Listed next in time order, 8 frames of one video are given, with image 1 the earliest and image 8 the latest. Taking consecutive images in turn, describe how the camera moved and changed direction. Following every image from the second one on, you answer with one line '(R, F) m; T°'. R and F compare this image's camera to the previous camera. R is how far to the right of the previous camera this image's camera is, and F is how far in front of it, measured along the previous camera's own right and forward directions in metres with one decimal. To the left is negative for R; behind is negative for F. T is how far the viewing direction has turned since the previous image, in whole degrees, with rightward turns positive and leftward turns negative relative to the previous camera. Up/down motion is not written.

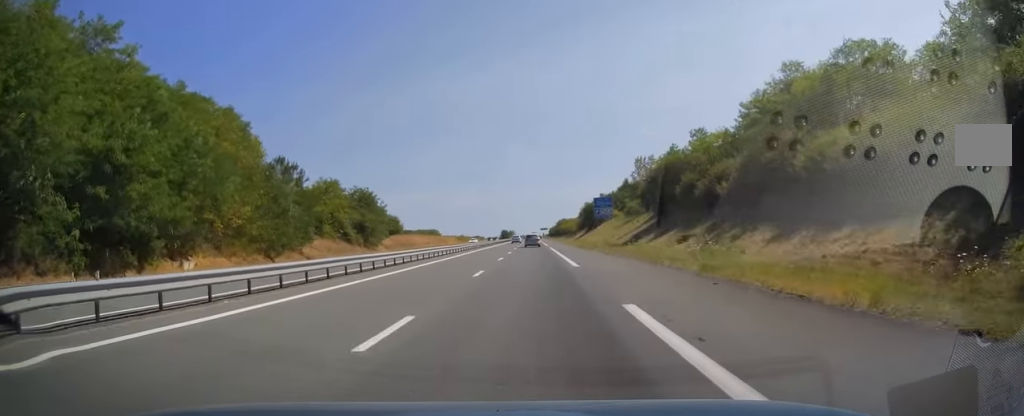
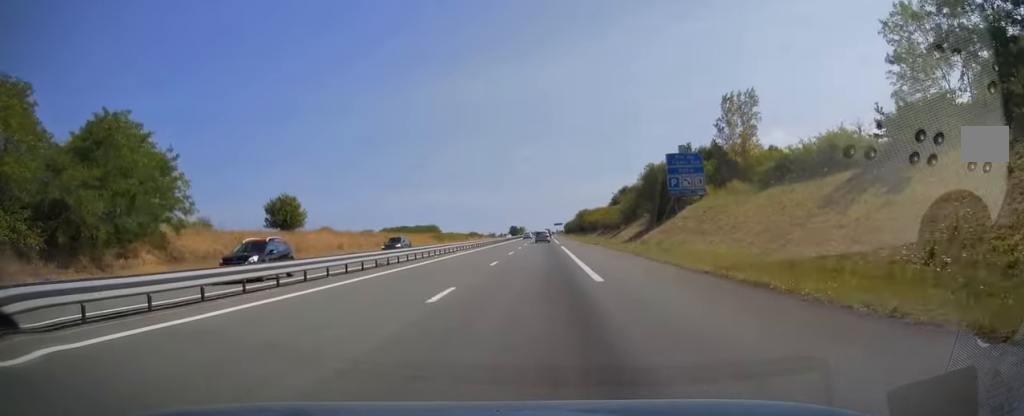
(-0.8, +60.7) m; -1°
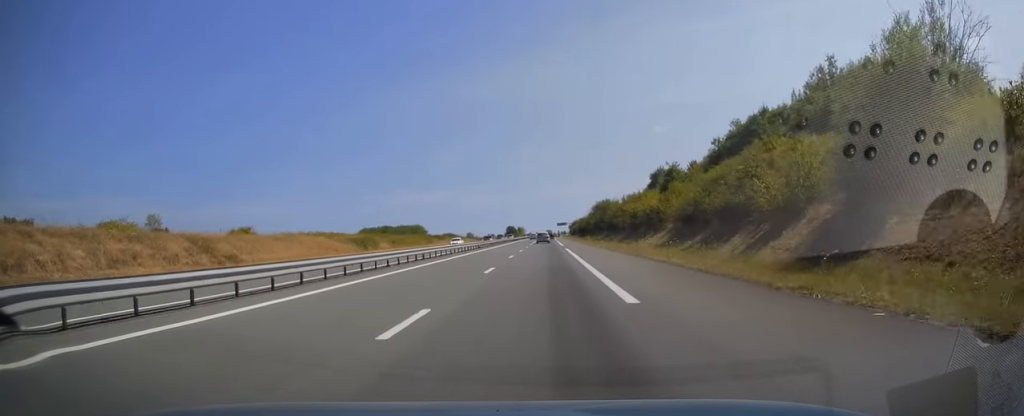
(0.0, +56.7) m; 0°
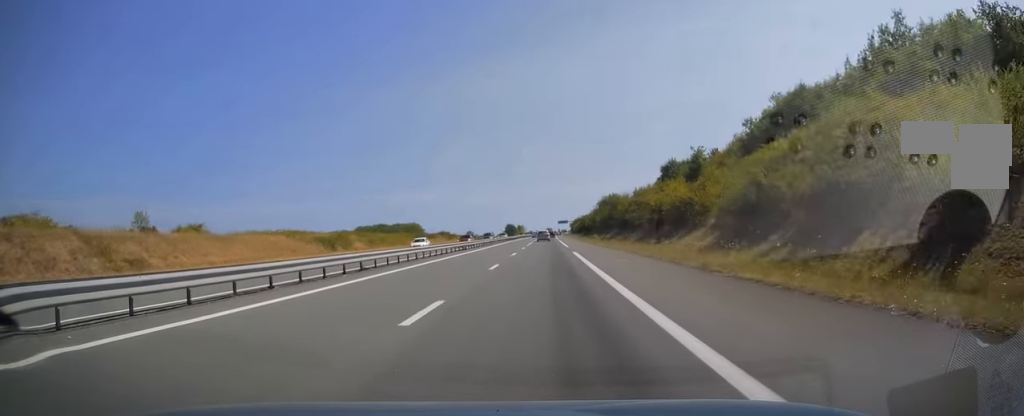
(-0.1, +12.2) m; 0°
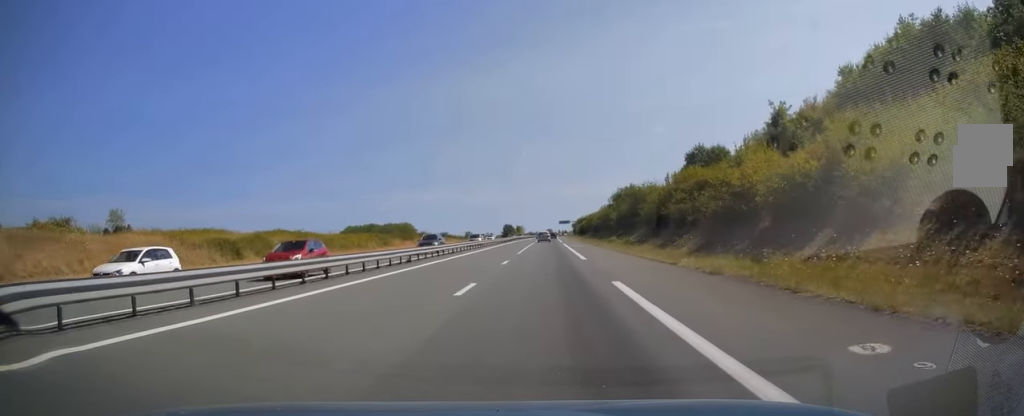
(+0.3, +22.0) m; 0°
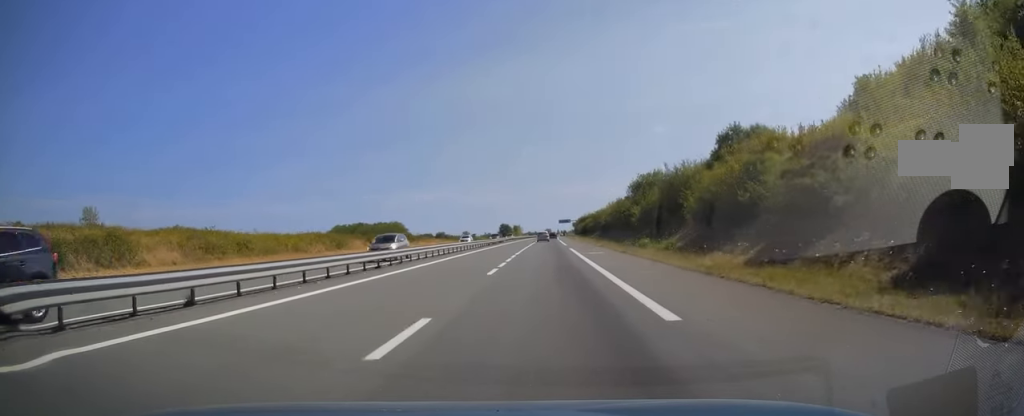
(0.0, +20.1) m; 0°
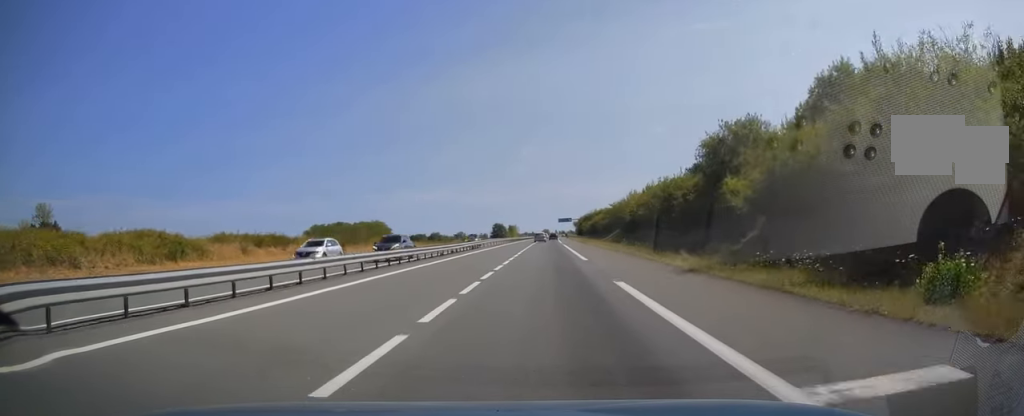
(0.0, +32.3) m; 0°
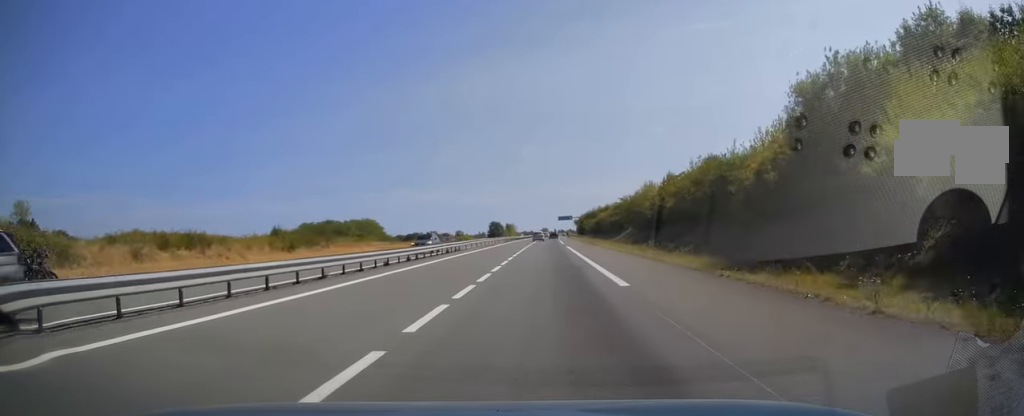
(+0.2, +14.2) m; 0°
